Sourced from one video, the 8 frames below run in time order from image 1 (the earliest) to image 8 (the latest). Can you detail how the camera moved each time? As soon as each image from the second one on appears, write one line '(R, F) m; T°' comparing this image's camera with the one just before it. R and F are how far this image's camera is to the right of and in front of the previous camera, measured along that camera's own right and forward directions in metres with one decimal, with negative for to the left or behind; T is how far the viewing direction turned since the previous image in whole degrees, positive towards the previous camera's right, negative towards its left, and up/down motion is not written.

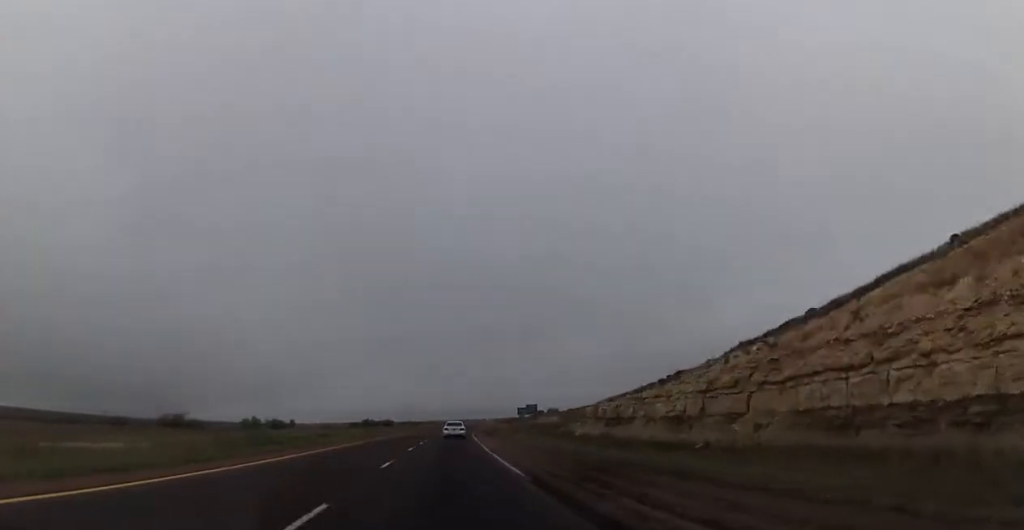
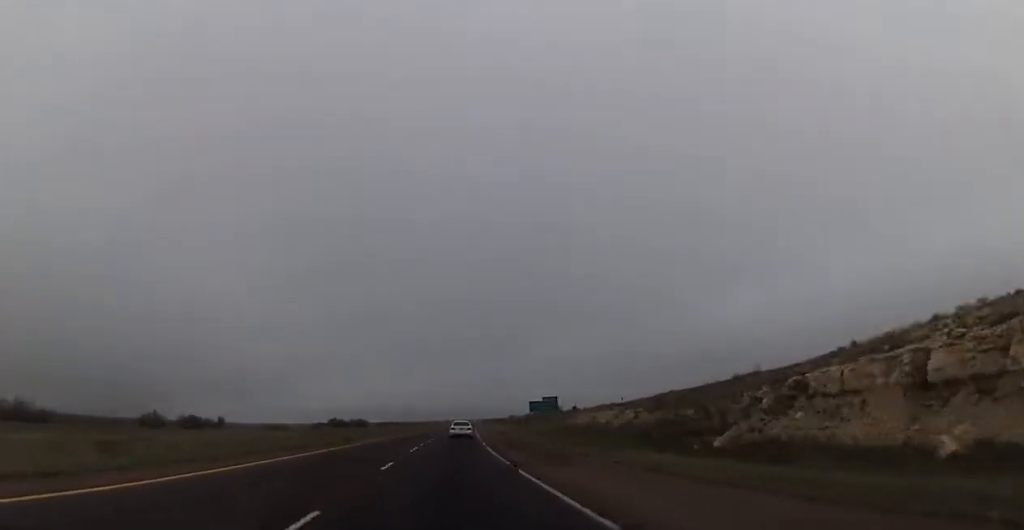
(+0.9, +49.6) m; +2°
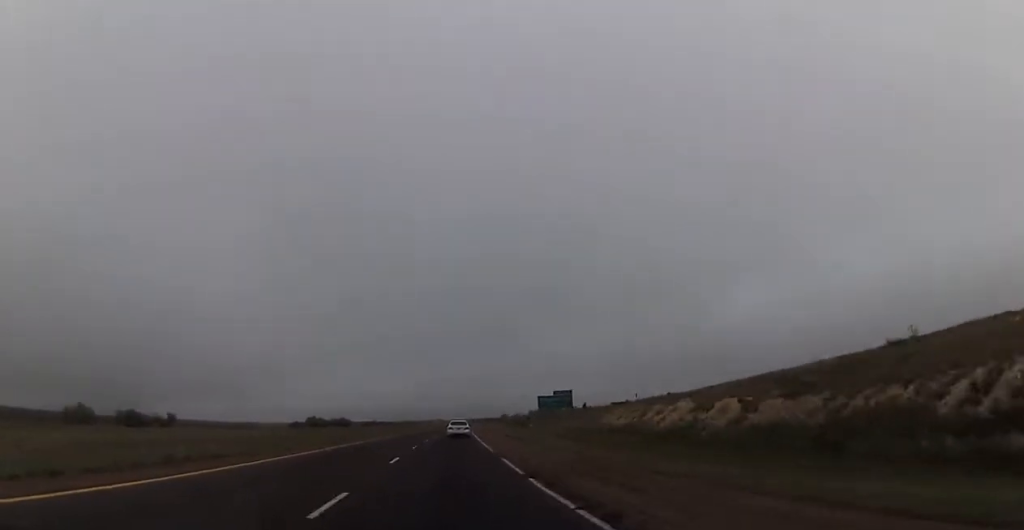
(0.0, +21.8) m; 0°
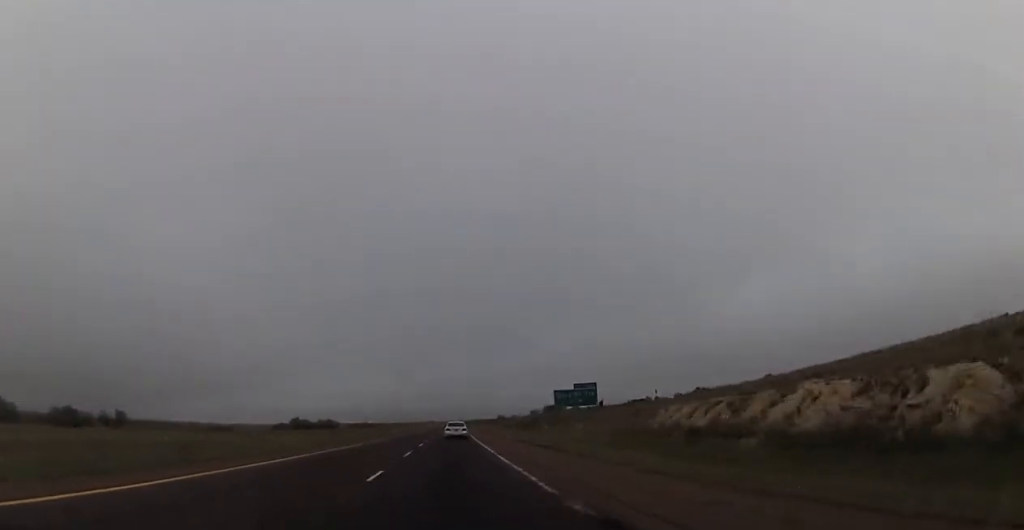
(-0.1, +18.2) m; 0°
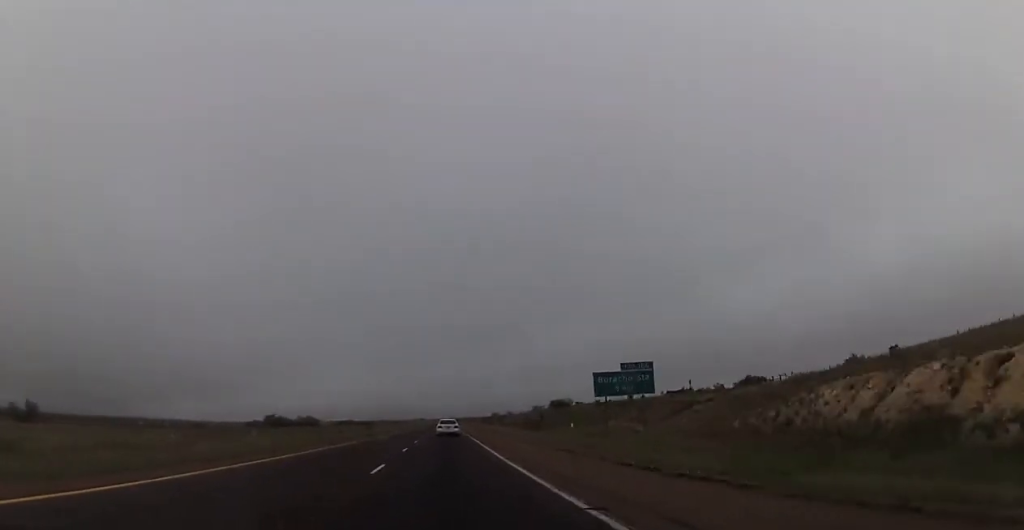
(+0.3, +23.0) m; +1°
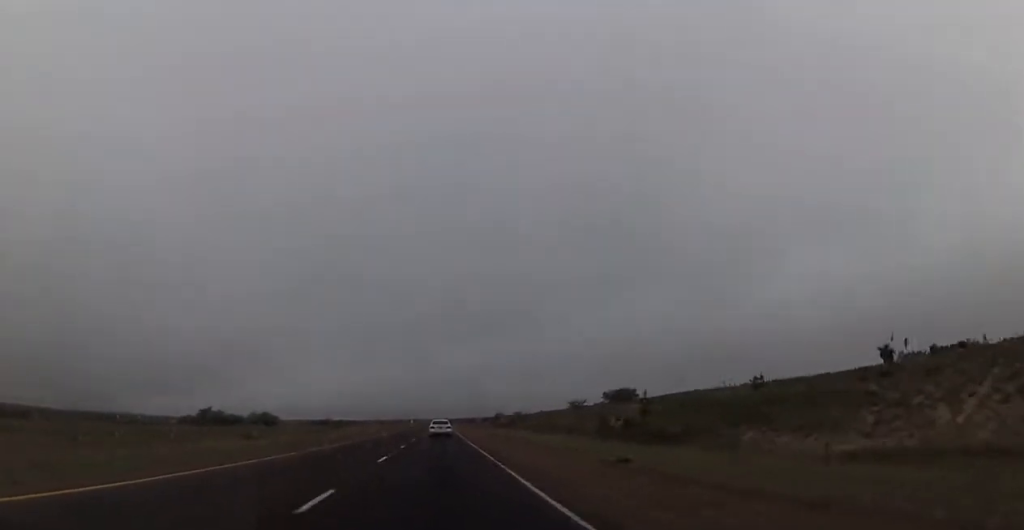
(+0.6, +55.7) m; +1°
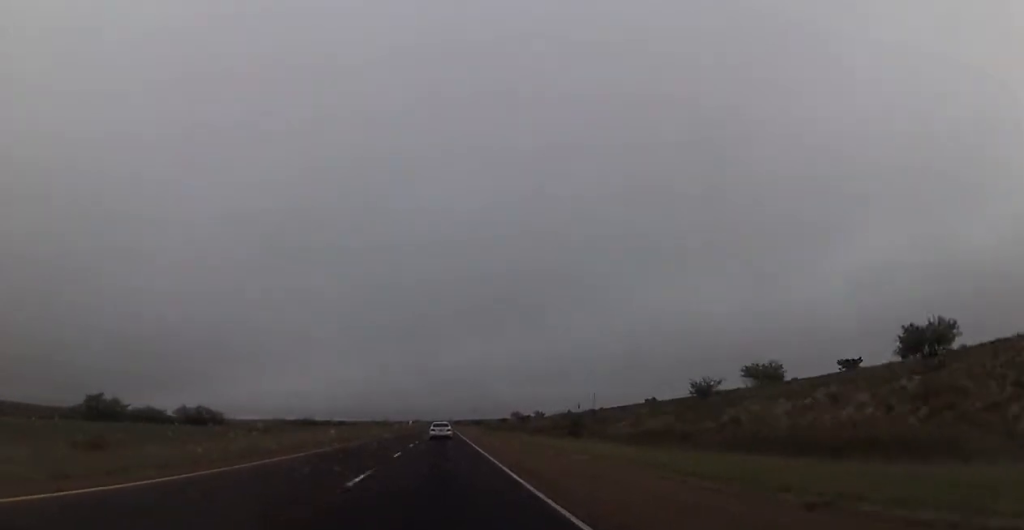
(0.0, +56.1) m; 0°
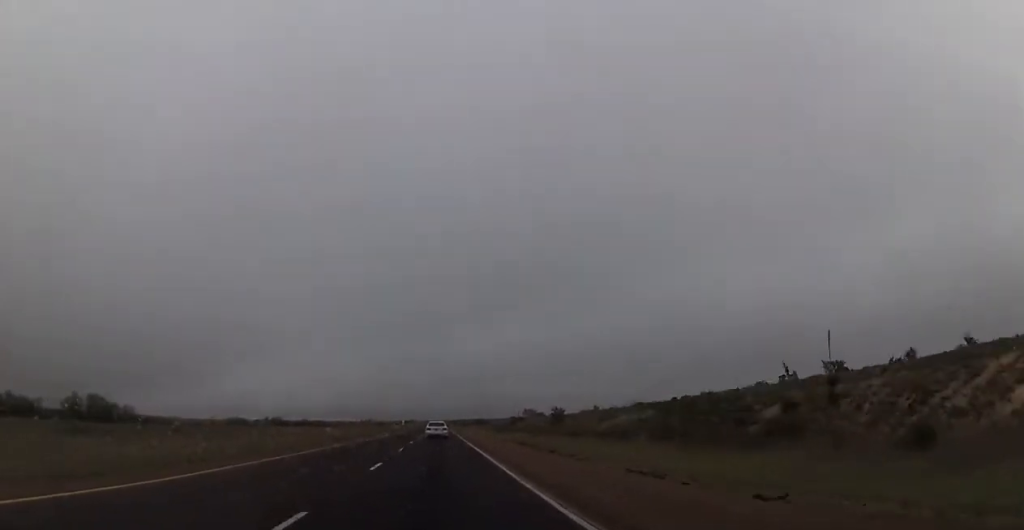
(+0.3, +44.2) m; 0°
